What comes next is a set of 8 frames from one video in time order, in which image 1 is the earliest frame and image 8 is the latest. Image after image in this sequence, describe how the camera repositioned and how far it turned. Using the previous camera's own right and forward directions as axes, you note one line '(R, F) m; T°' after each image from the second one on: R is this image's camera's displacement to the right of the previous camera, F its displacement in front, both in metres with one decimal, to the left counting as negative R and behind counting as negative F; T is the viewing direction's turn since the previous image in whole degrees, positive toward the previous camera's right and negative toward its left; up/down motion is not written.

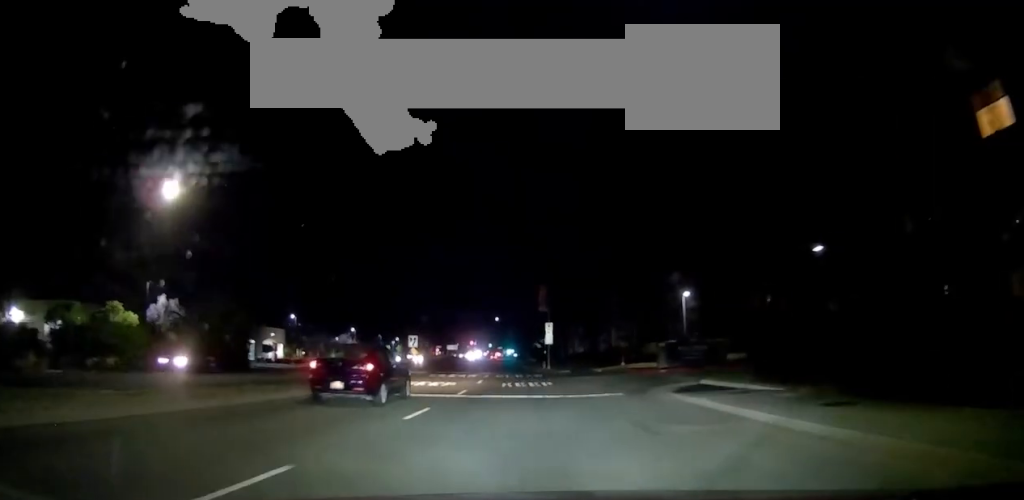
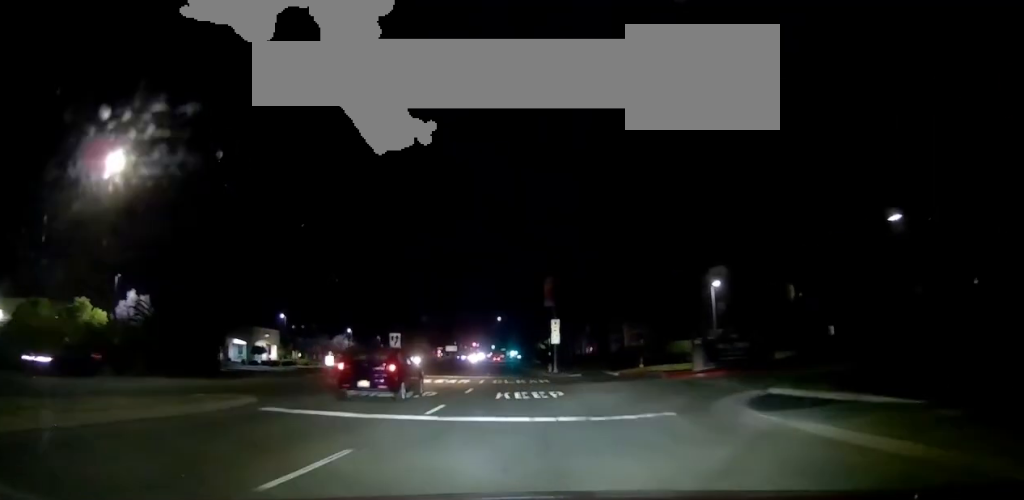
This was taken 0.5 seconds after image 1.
(-0.1, +5.9) m; 0°
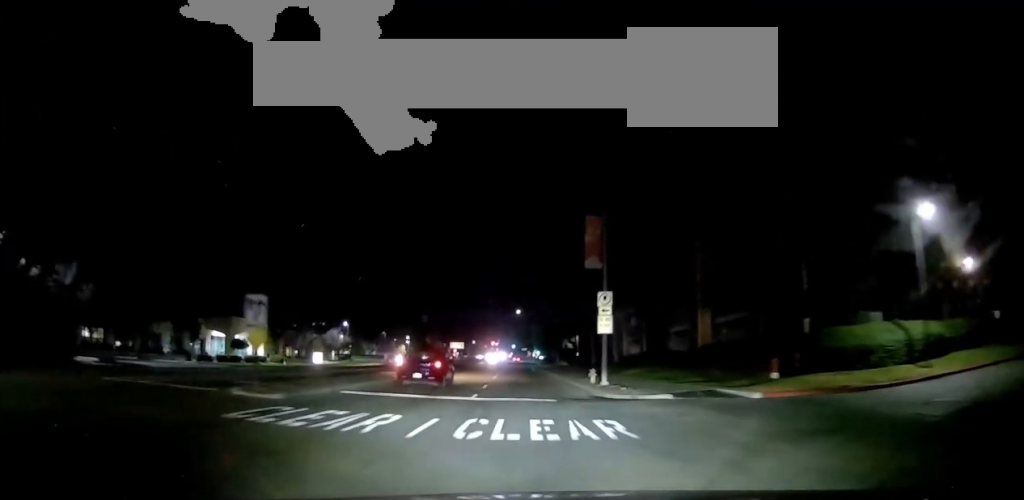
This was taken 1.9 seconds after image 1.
(-0.1, +18.5) m; 0°
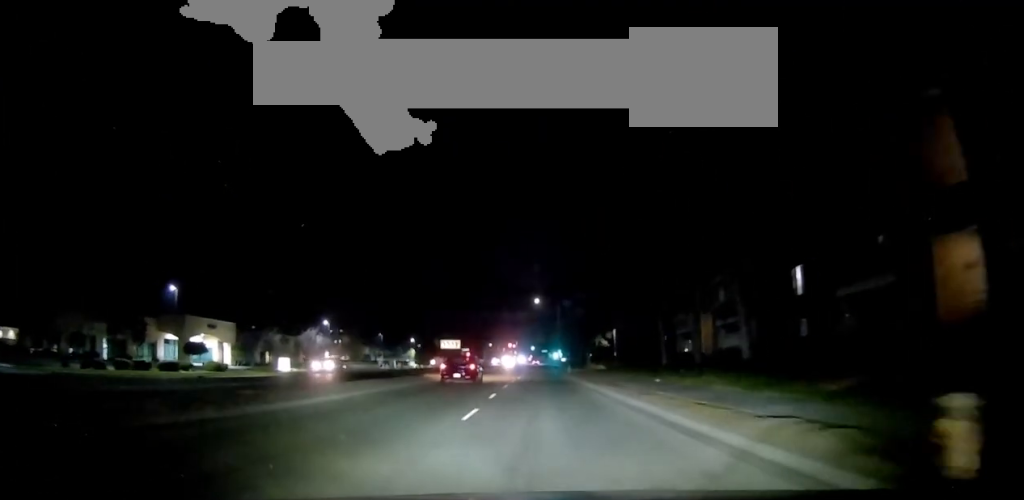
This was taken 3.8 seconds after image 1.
(-0.2, +22.9) m; -4°
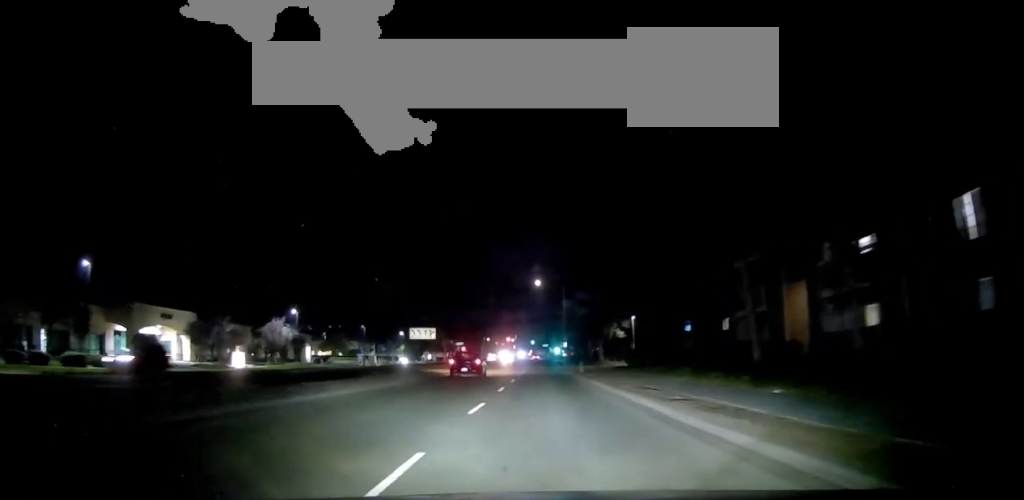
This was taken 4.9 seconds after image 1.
(-0.7, +13.5) m; -1°
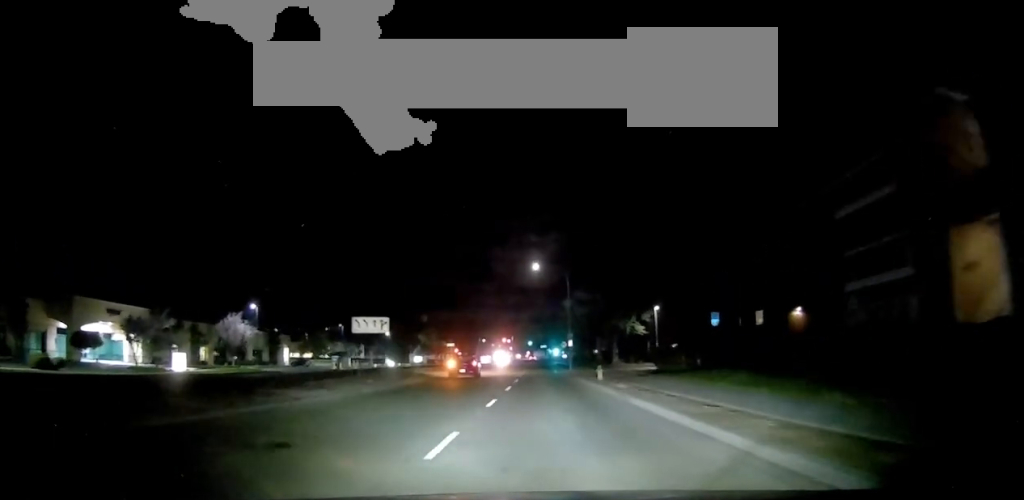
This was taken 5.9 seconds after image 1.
(+0.3, +12.2) m; 0°
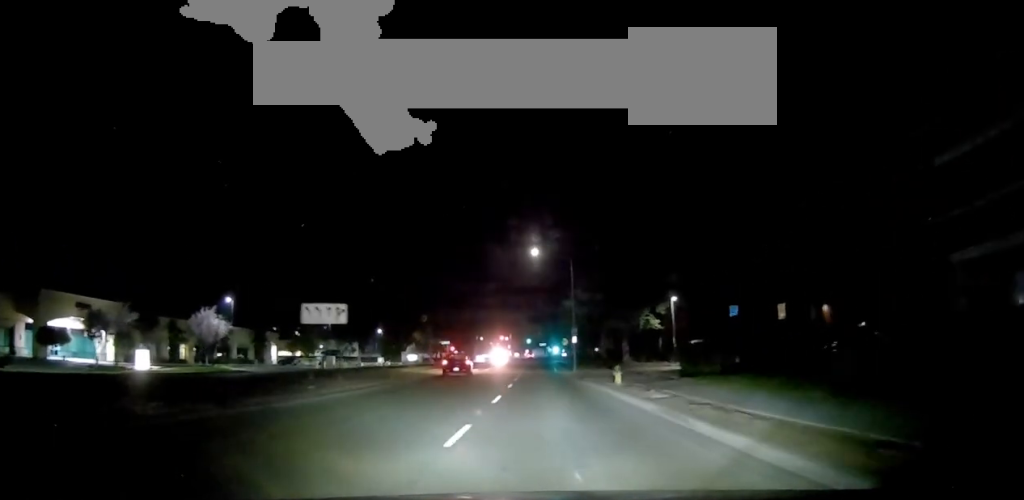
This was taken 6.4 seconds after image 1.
(-0.3, +6.2) m; +1°
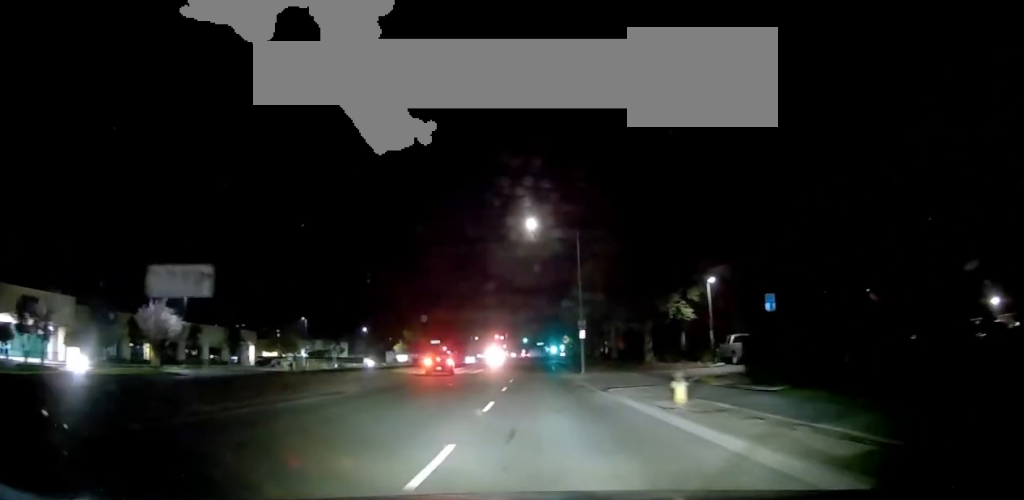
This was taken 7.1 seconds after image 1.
(+0.2, +9.5) m; 0°
